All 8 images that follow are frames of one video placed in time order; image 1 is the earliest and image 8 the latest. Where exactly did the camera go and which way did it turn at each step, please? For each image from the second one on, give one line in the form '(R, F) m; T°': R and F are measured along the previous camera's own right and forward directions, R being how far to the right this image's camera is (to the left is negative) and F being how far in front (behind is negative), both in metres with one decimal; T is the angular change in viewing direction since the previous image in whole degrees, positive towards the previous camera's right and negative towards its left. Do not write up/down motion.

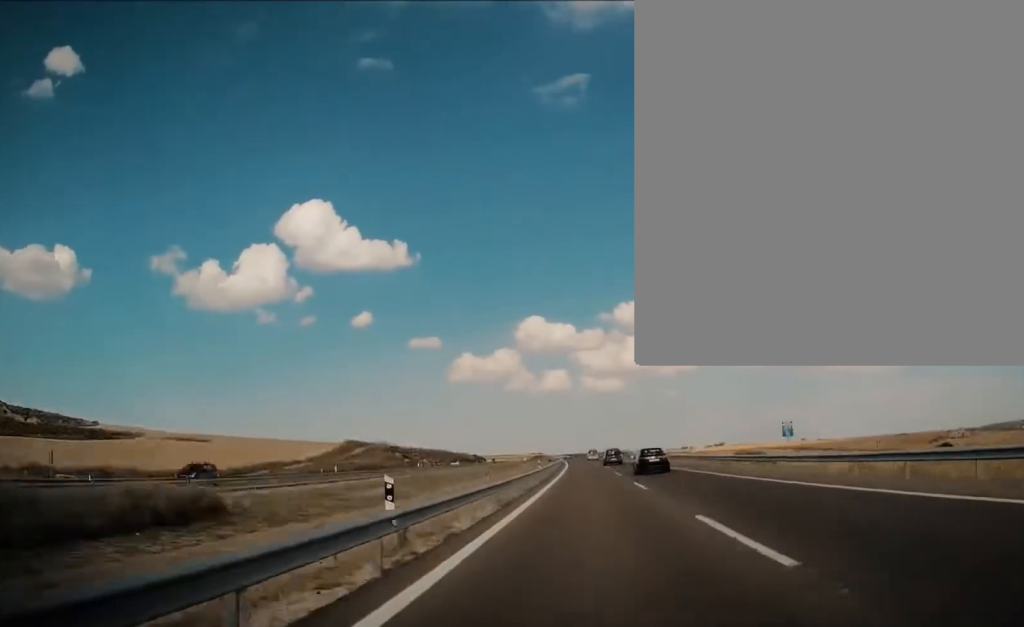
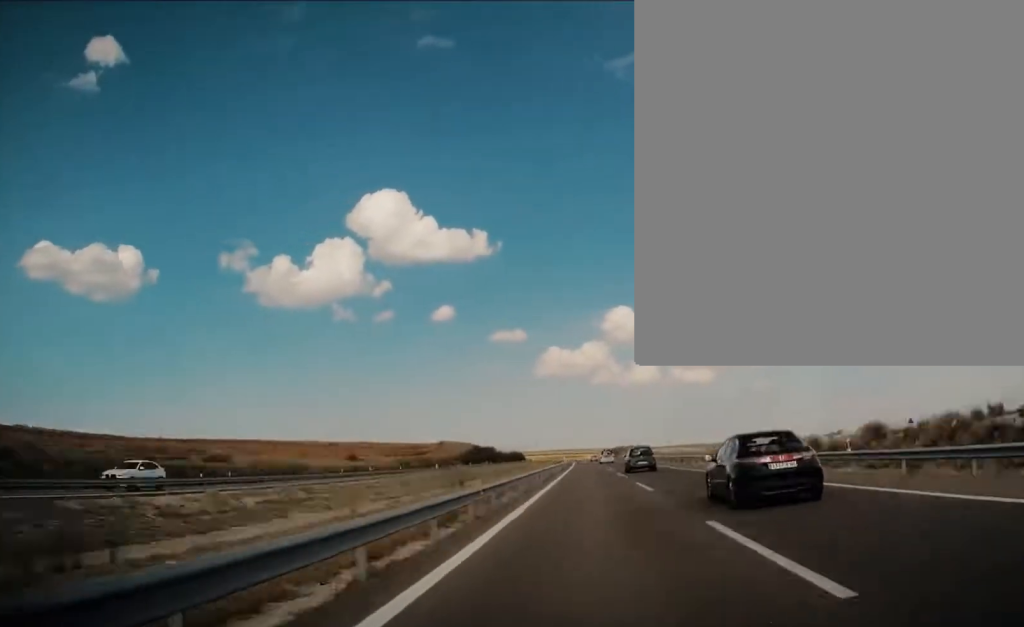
(-19.3, +369.4) m; -4°
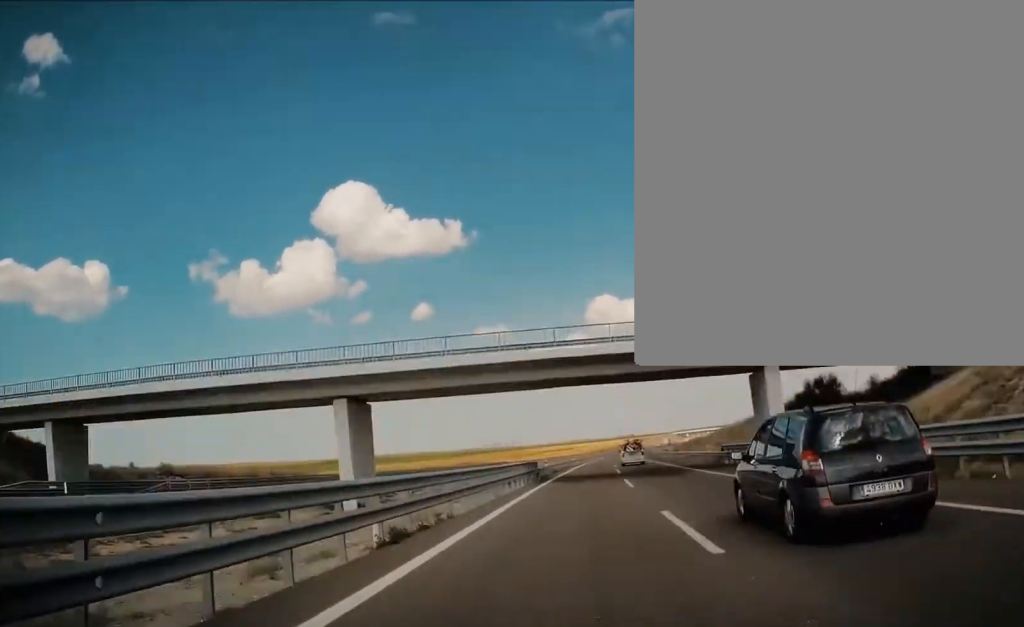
(+8.2, +442.8) m; +5°
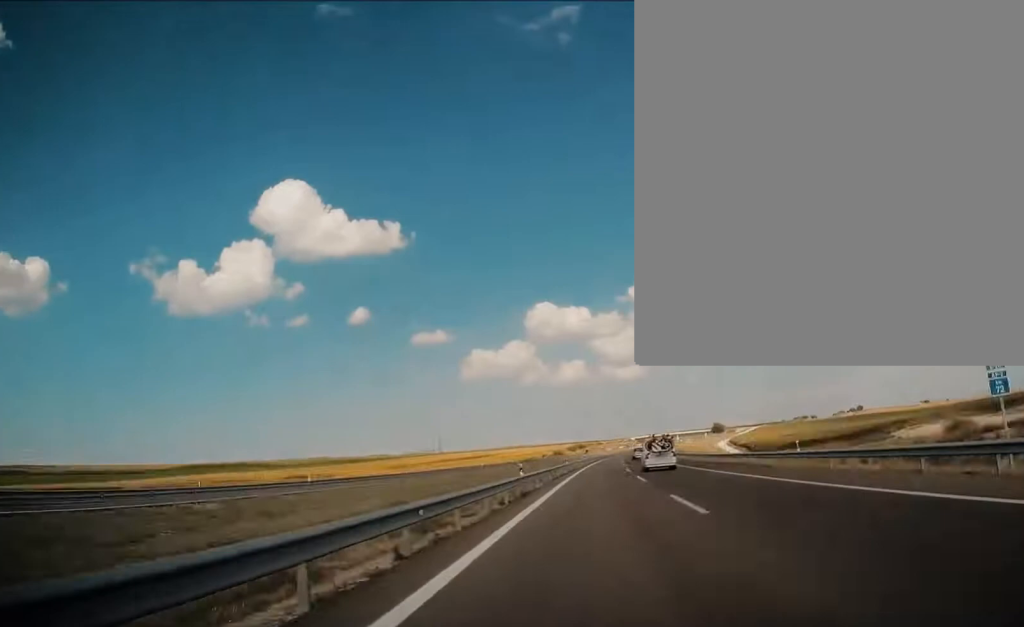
(+1.4, +175.9) m; +5°
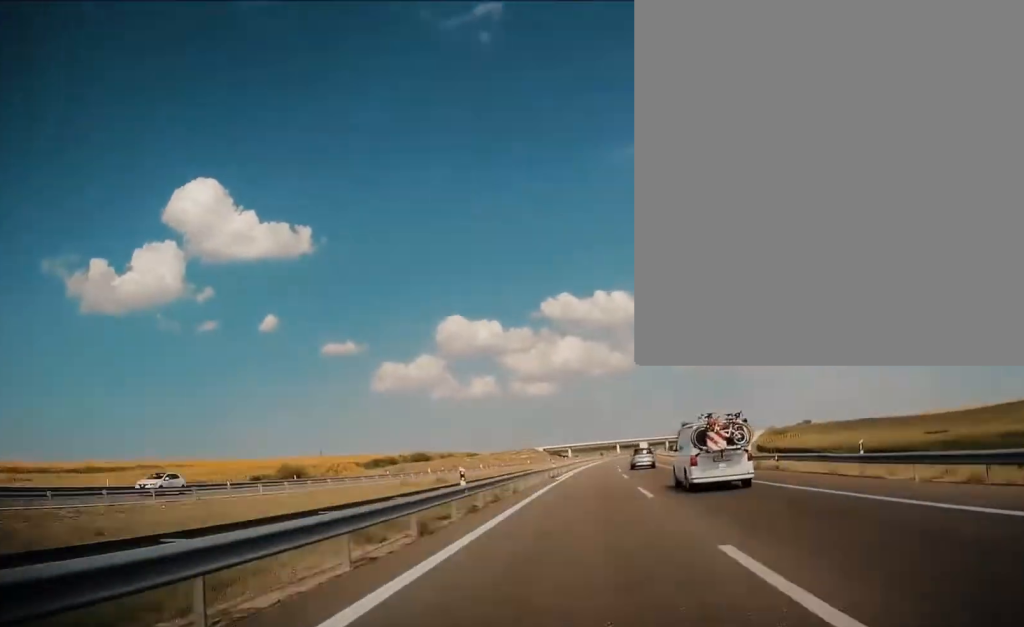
(+16.5, +228.8) m; +7°
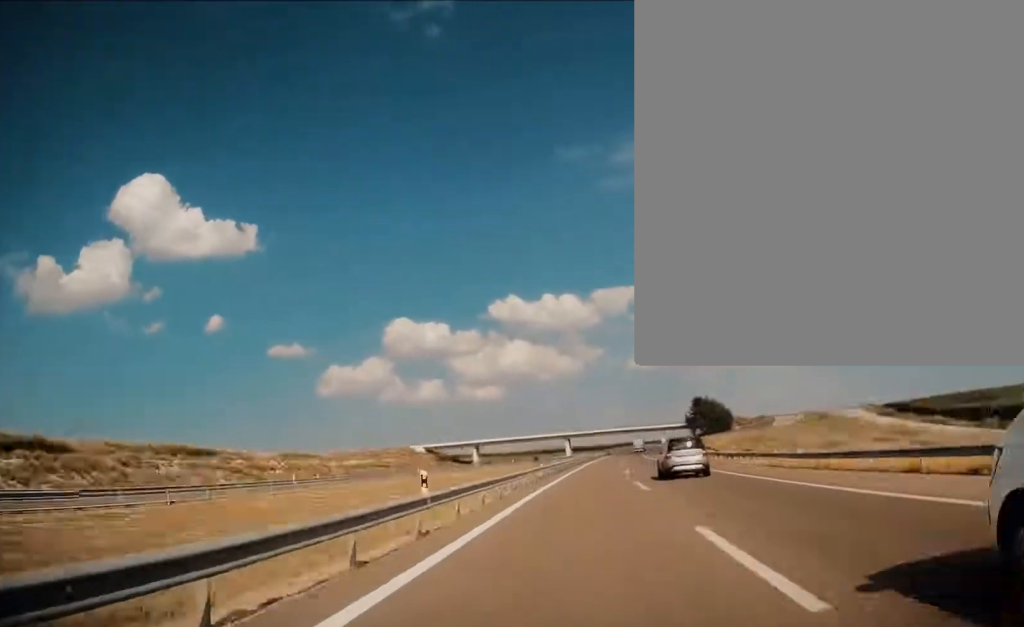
(+5.0, +151.2) m; +4°
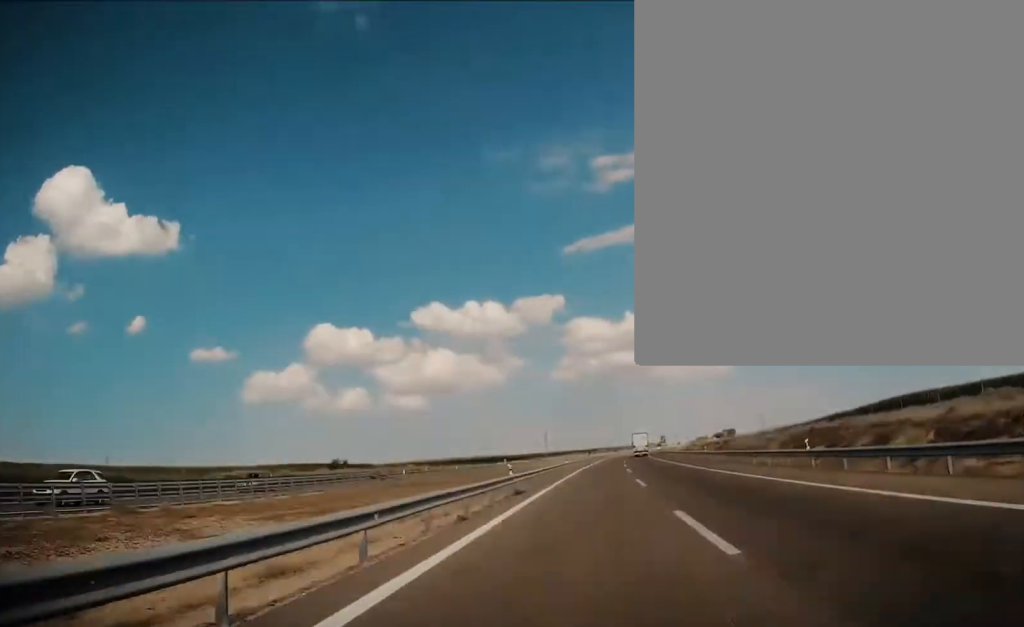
(+9.2, +205.2) m; +6°
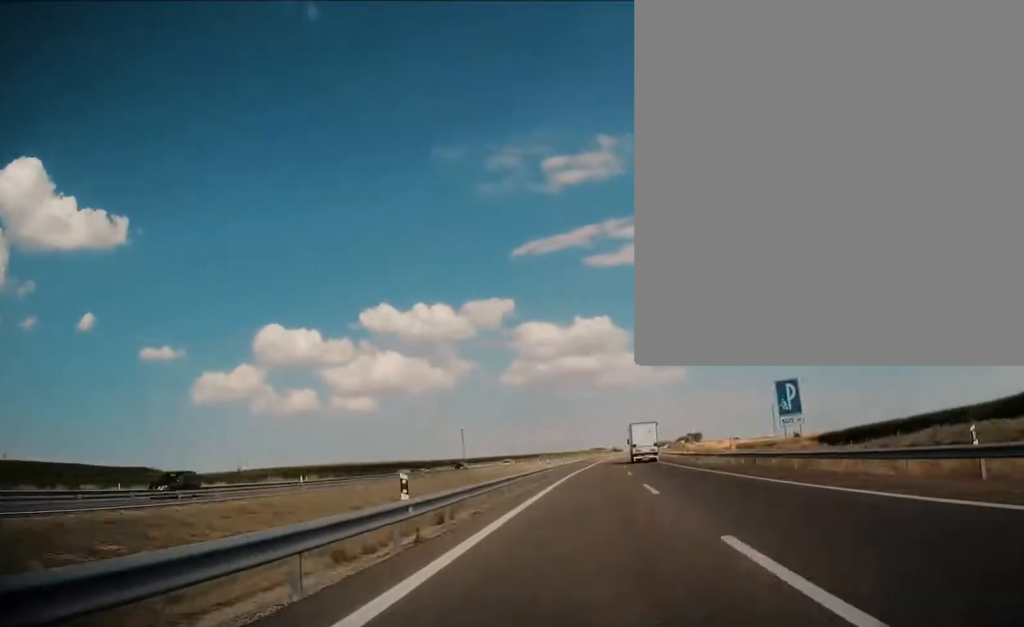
(+8.2, +145.8) m; +3°
